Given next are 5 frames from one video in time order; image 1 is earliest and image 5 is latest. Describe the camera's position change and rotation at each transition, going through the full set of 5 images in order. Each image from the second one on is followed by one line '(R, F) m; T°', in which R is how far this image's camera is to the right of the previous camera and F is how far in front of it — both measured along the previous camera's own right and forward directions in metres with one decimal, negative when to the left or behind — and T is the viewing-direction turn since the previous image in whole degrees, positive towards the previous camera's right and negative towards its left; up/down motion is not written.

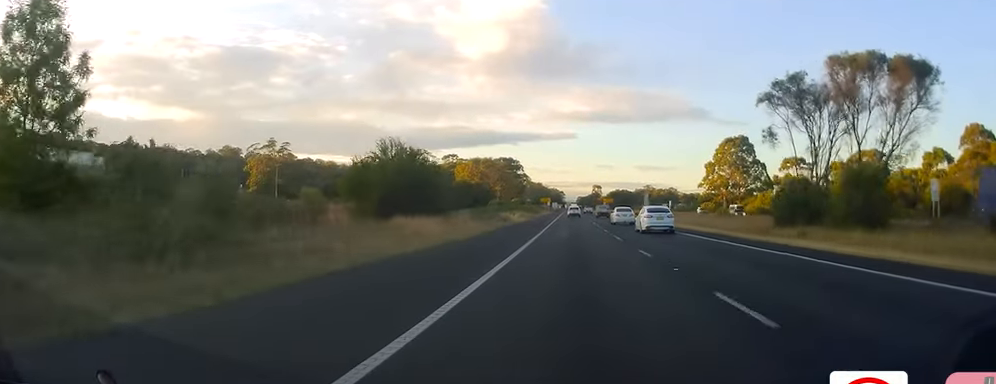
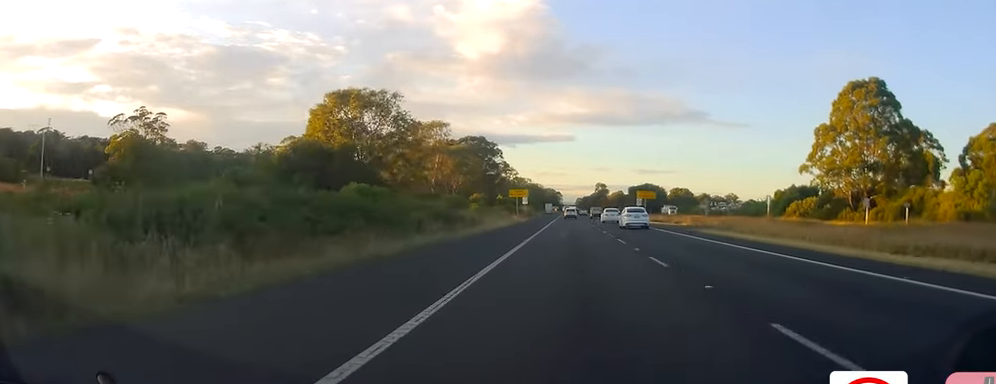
(-2.1, +95.4) m; 0°
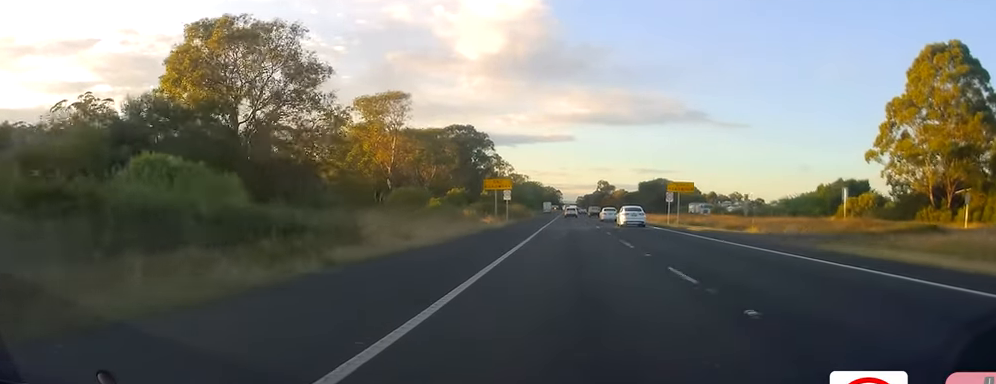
(0.0, +27.3) m; -1°
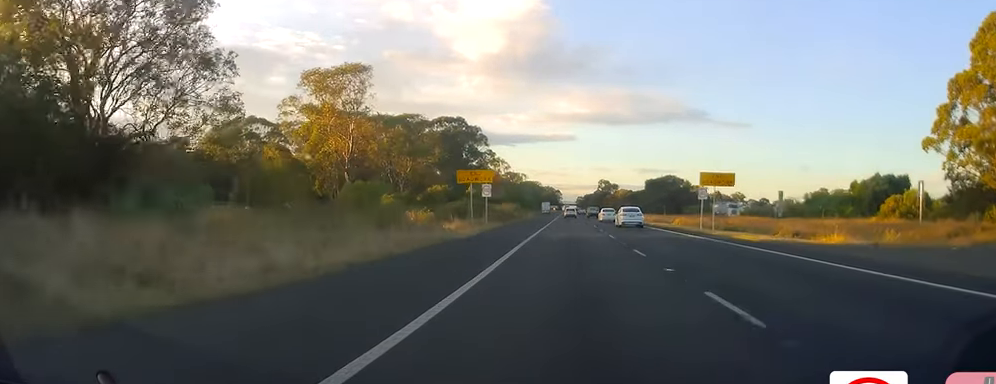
(-0.4, +16.0) m; -1°
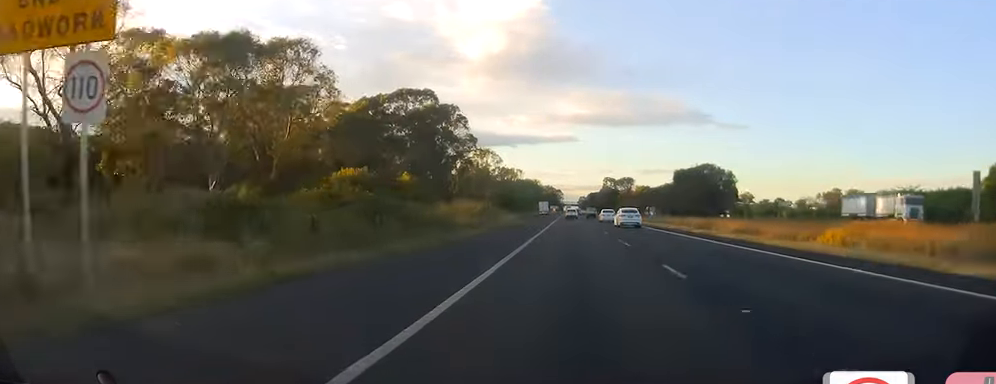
(+0.7, +41.1) m; +1°
